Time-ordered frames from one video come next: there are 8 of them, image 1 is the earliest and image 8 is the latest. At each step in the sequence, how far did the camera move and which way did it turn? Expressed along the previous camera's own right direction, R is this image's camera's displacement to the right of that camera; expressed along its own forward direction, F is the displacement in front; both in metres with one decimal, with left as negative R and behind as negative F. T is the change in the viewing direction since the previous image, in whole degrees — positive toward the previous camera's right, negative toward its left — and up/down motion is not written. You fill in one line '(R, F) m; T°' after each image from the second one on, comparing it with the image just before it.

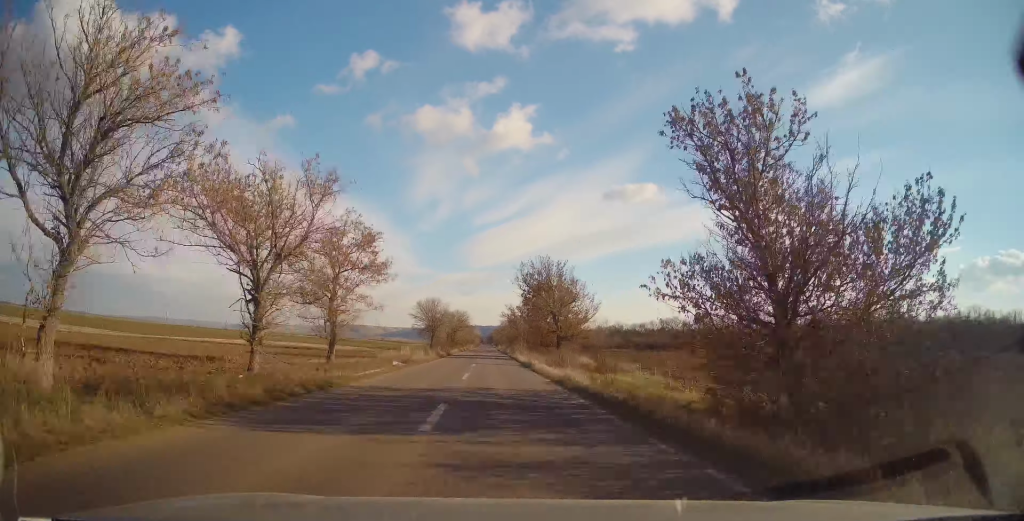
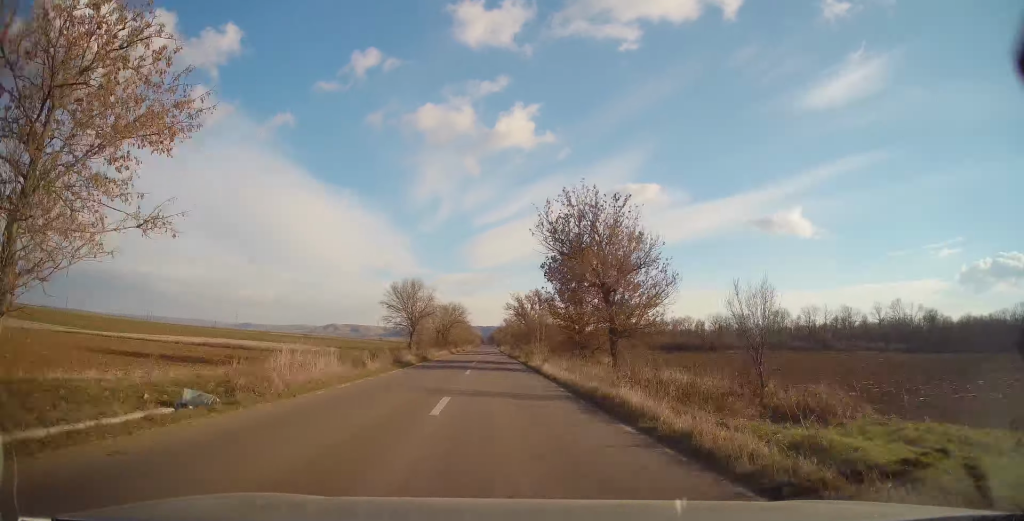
(-0.4, +22.0) m; 0°
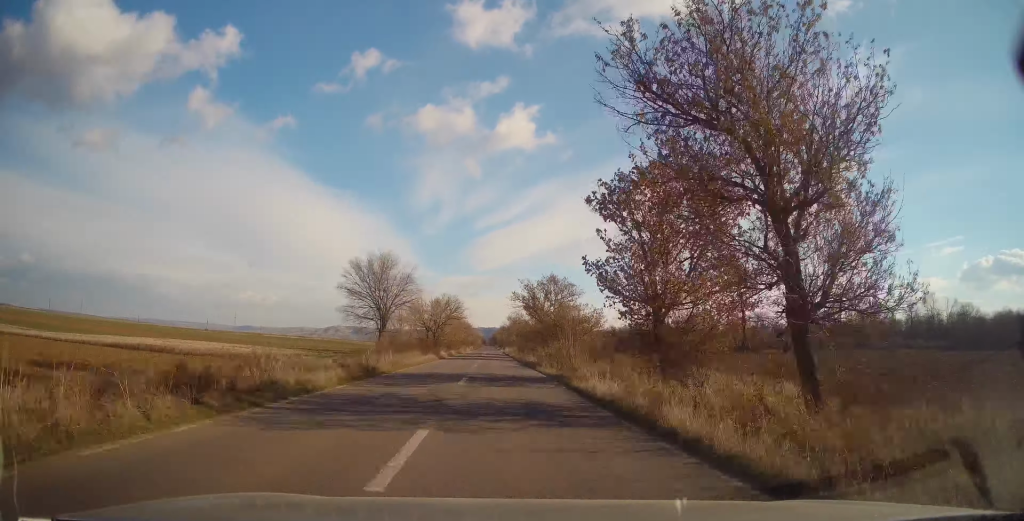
(+0.3, +17.7) m; +1°
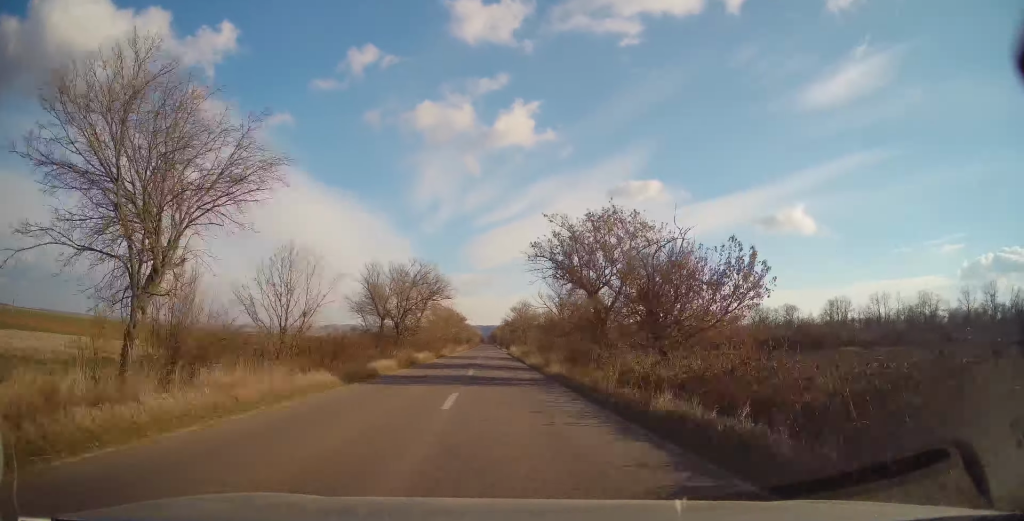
(+0.2, +30.6) m; 0°
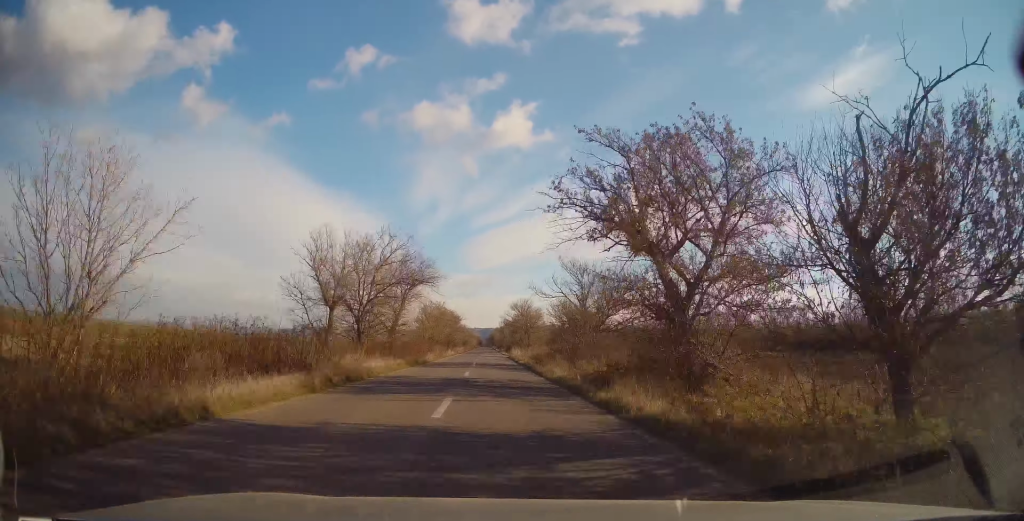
(0.0, +12.8) m; 0°
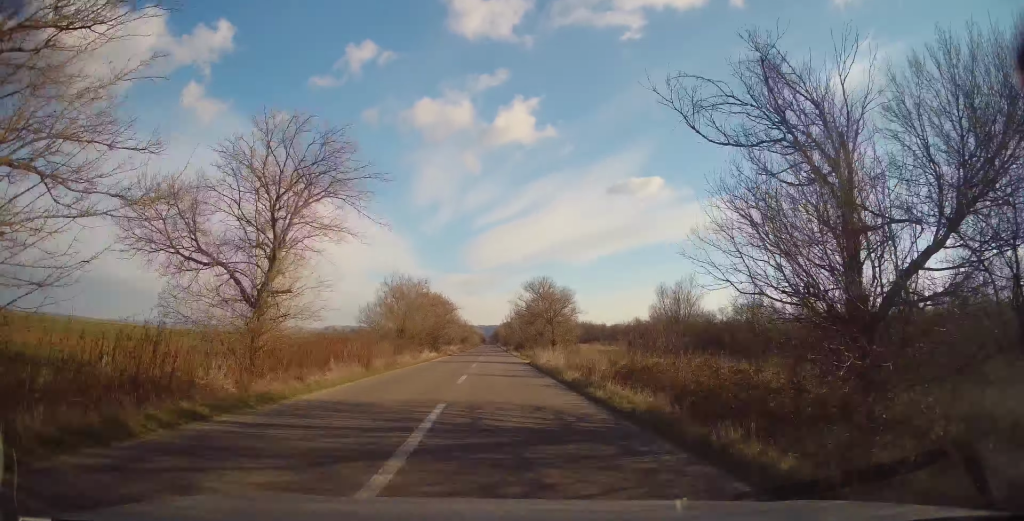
(-0.1, +28.8) m; -1°
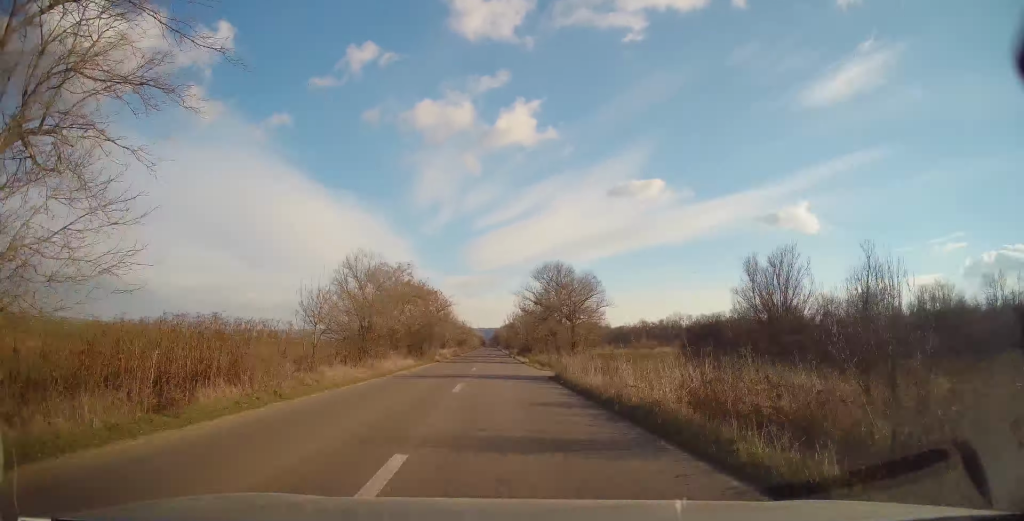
(-0.2, +13.2) m; 0°
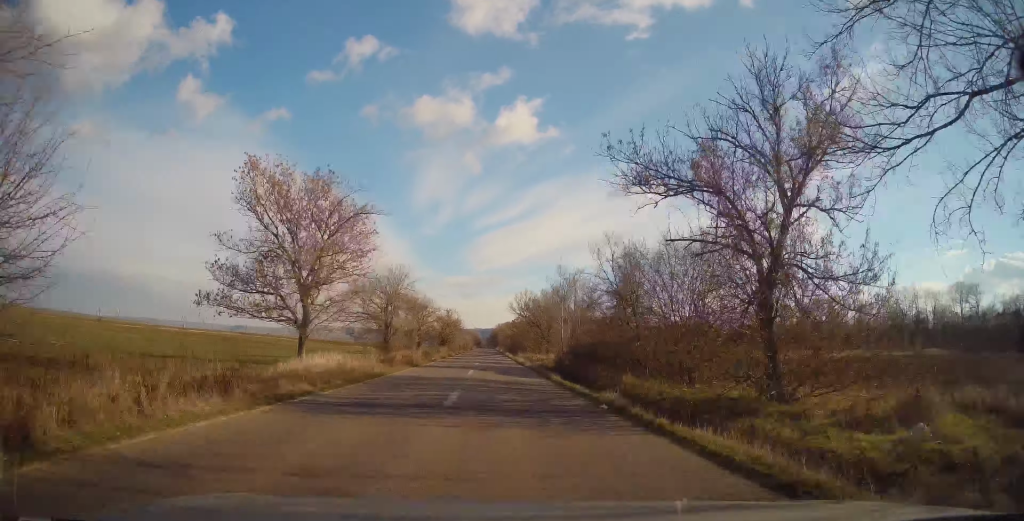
(+0.6, +51.6) m; +1°
